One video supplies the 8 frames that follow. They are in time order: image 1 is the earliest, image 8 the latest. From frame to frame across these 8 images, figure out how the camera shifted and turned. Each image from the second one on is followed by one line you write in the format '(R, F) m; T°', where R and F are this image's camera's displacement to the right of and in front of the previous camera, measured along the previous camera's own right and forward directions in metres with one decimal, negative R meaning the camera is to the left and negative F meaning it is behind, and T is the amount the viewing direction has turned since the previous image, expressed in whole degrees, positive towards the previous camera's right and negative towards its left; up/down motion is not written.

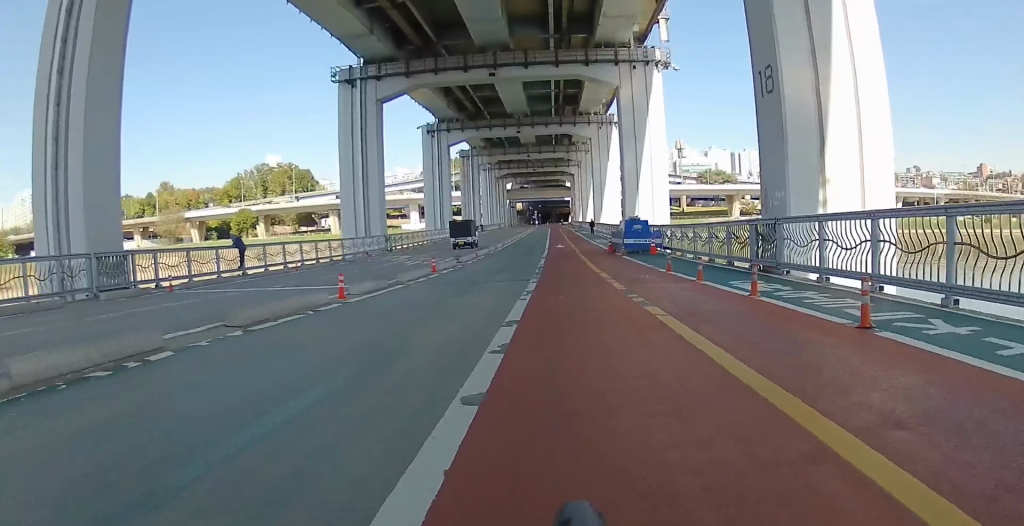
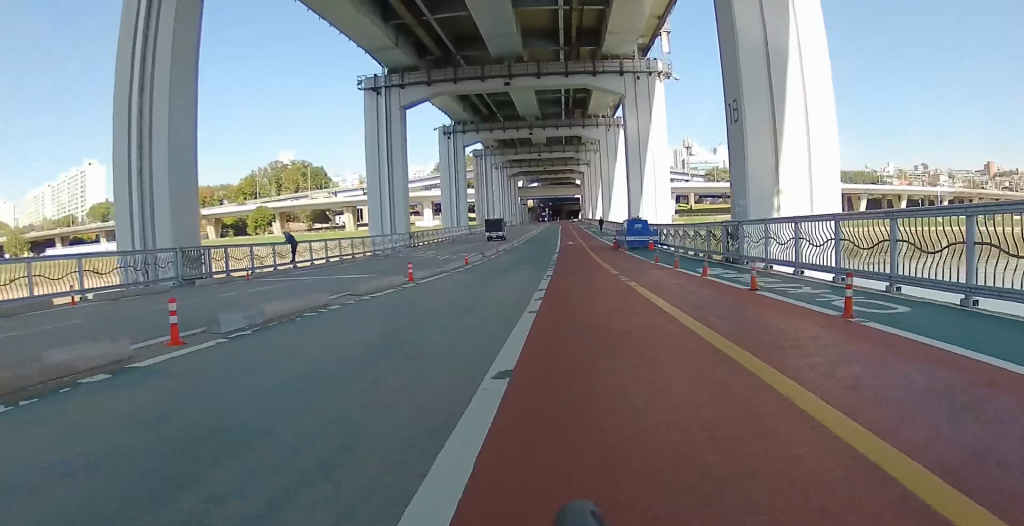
(+0.1, +4.0) m; 0°
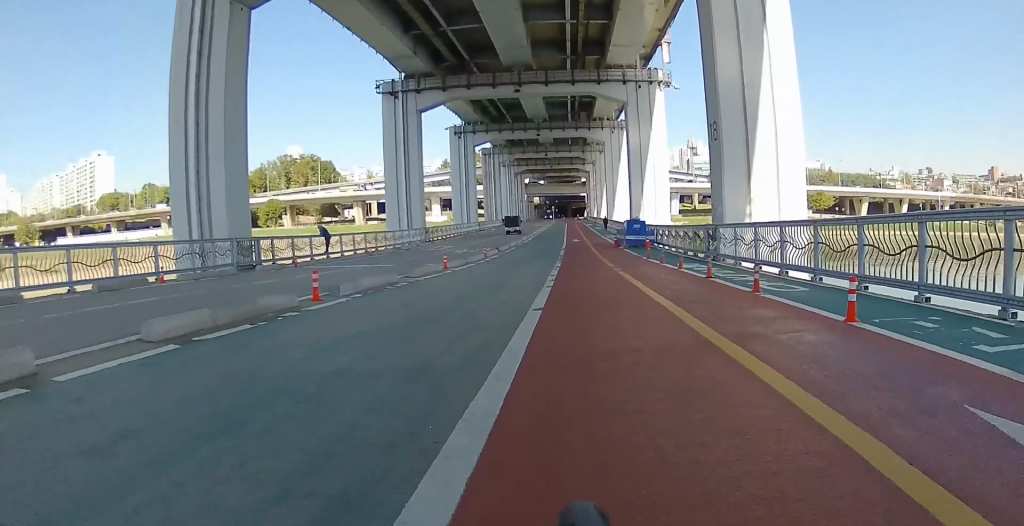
(-0.2, +3.4) m; 0°
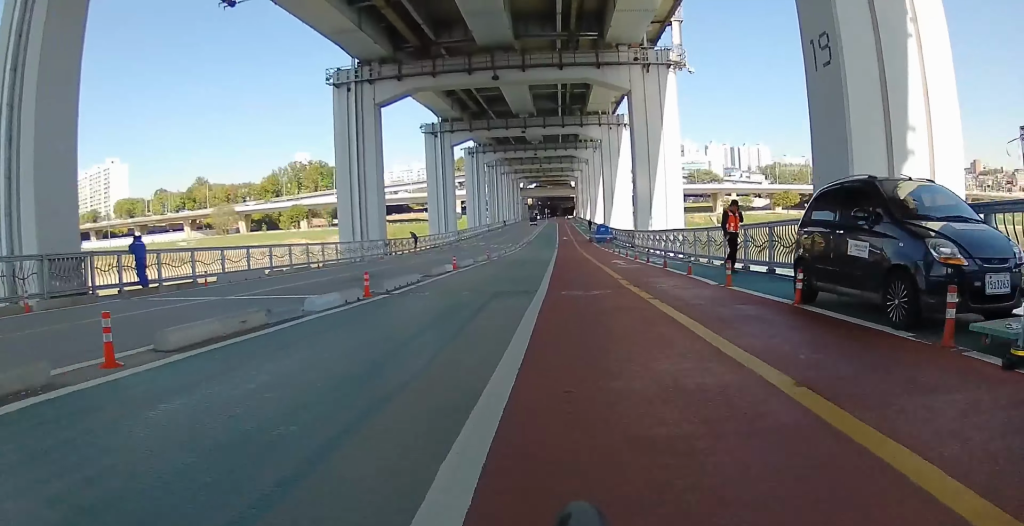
(+0.3, +20.8) m; -1°
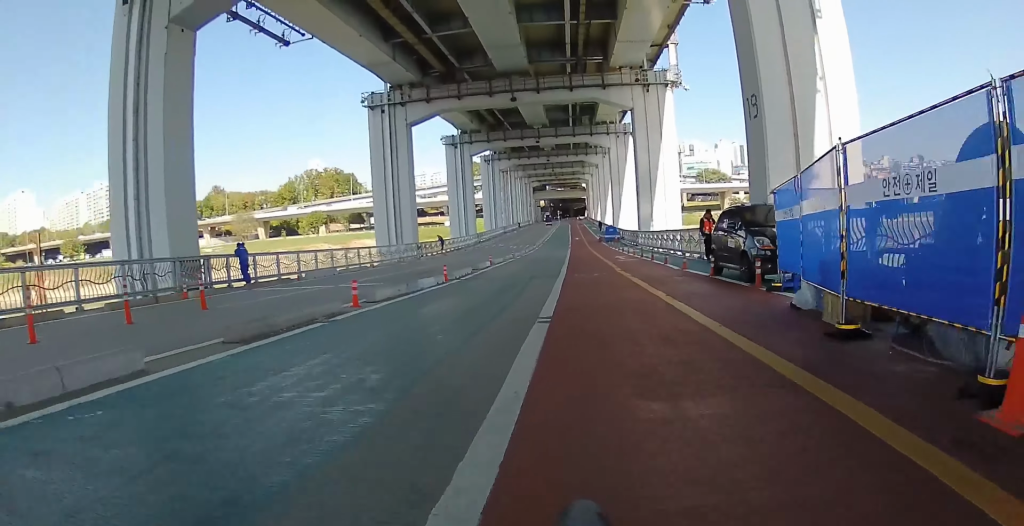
(0.0, +5.7) m; 0°
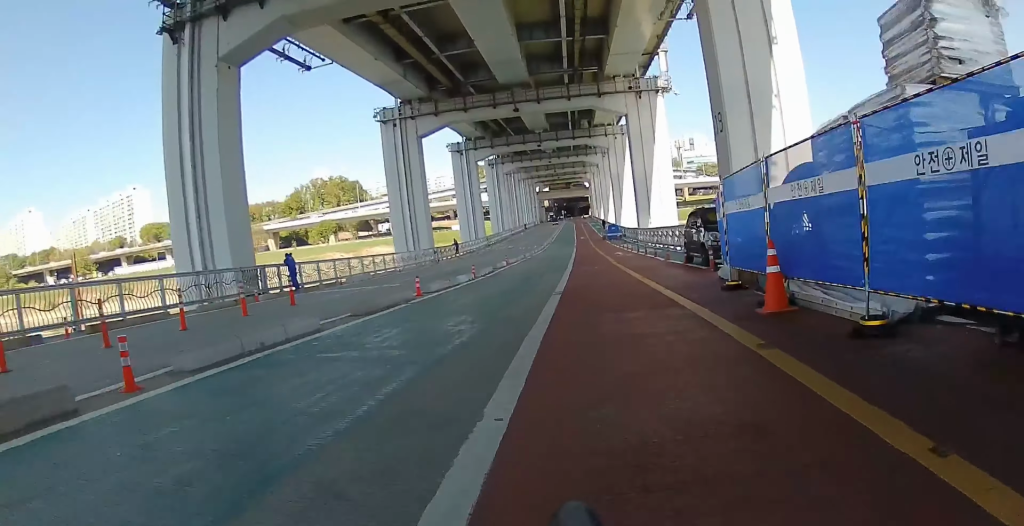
(0.0, +3.7) m; +1°
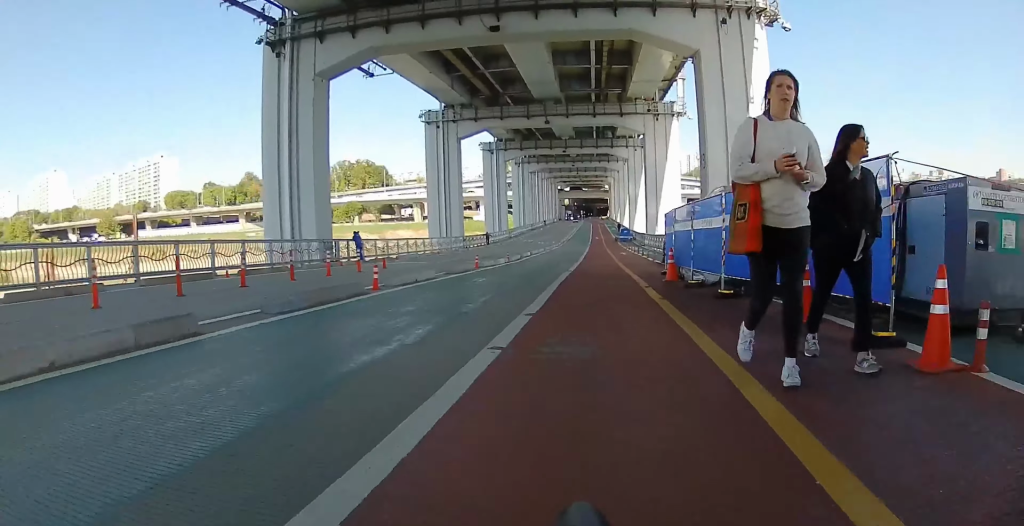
(+0.1, +6.4) m; +1°
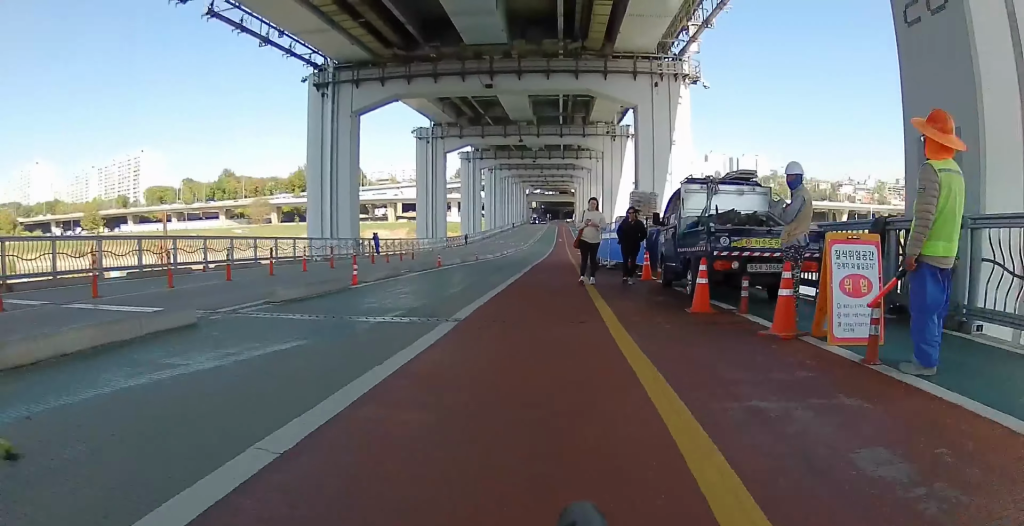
(-0.1, +9.7) m; -1°
